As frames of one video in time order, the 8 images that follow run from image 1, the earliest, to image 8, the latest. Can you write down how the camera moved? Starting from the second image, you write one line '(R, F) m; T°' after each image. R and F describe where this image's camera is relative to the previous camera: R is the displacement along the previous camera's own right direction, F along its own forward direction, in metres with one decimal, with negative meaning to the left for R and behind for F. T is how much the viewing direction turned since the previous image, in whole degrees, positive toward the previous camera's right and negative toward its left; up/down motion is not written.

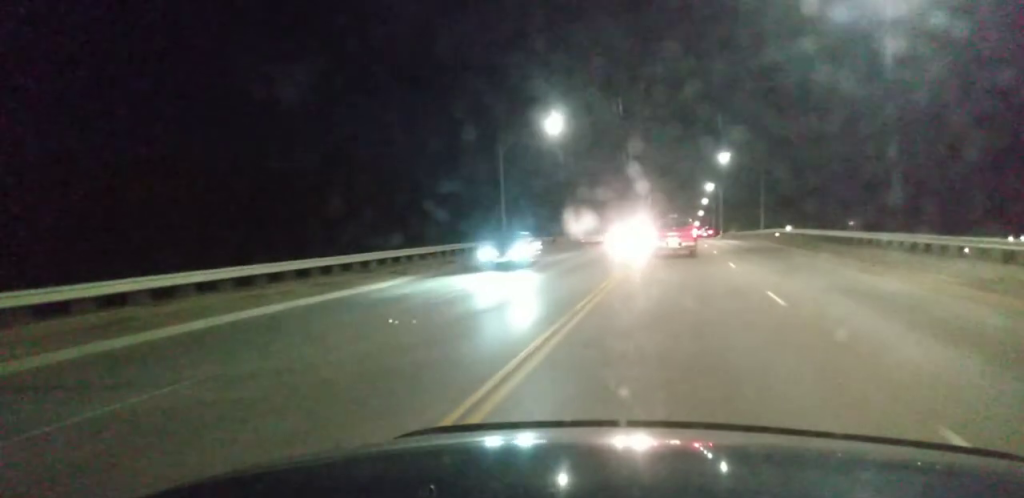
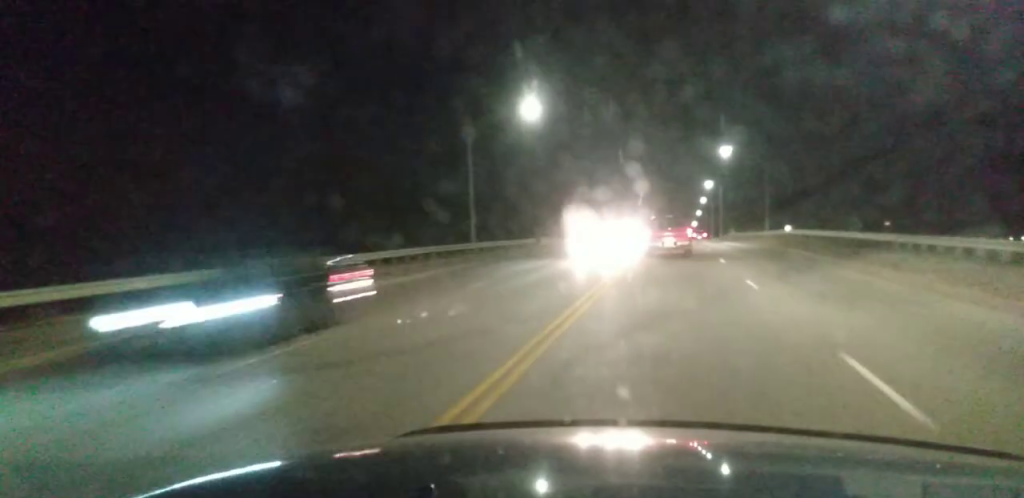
(0.0, +8.3) m; +1°
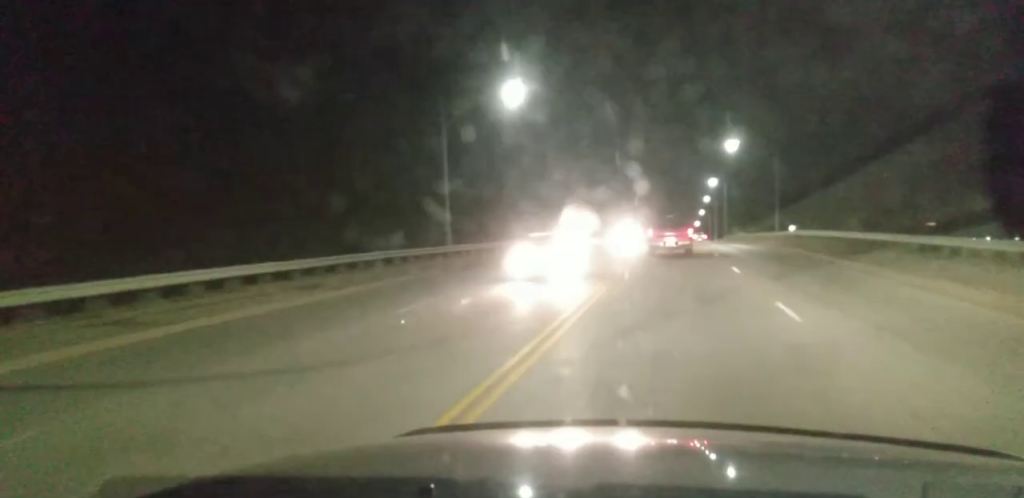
(+0.1, +6.2) m; +1°
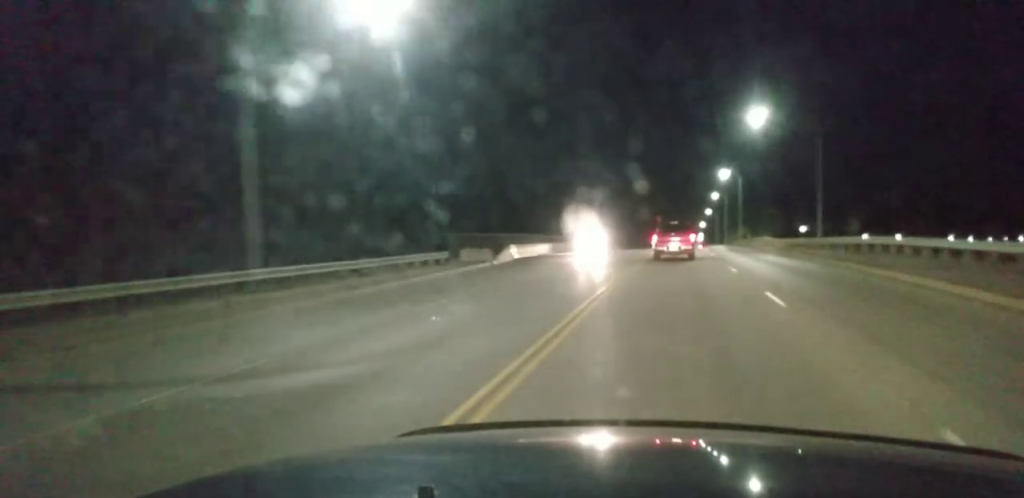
(+0.1, +22.9) m; -1°
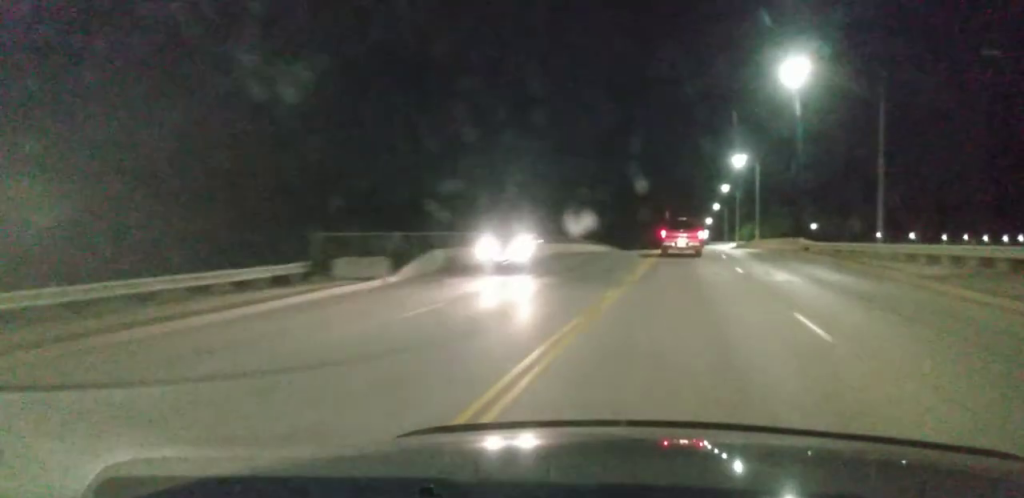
(-0.3, +15.7) m; -1°
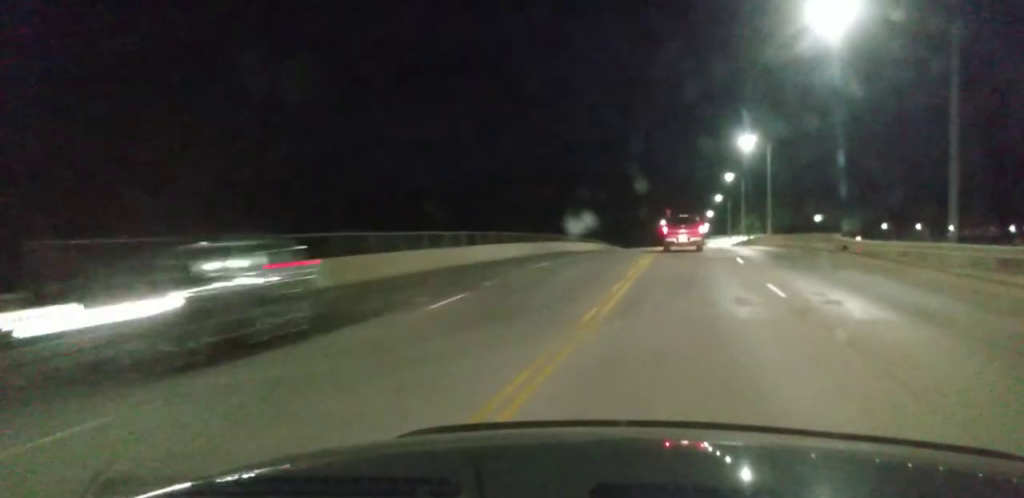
(-0.1, +11.0) m; +1°
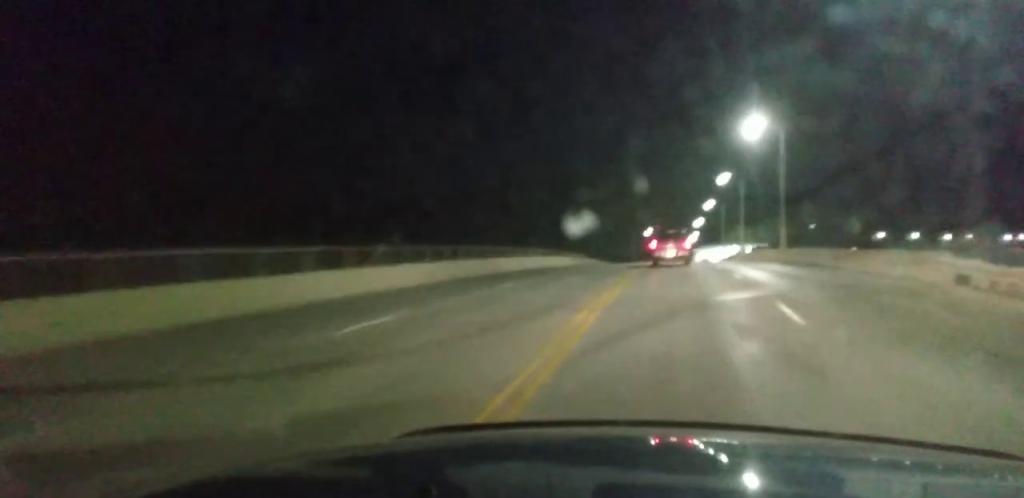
(+0.2, +15.7) m; -1°
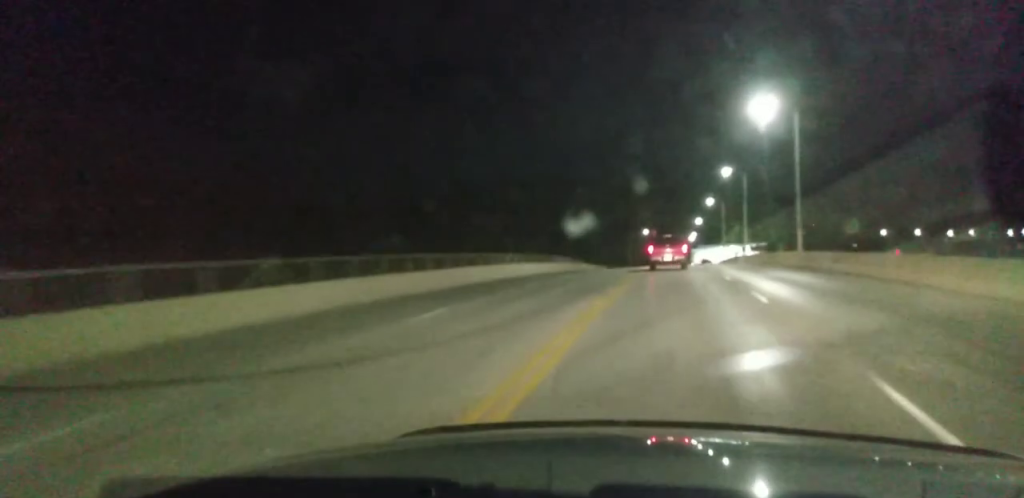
(-0.3, +7.8) m; -1°
